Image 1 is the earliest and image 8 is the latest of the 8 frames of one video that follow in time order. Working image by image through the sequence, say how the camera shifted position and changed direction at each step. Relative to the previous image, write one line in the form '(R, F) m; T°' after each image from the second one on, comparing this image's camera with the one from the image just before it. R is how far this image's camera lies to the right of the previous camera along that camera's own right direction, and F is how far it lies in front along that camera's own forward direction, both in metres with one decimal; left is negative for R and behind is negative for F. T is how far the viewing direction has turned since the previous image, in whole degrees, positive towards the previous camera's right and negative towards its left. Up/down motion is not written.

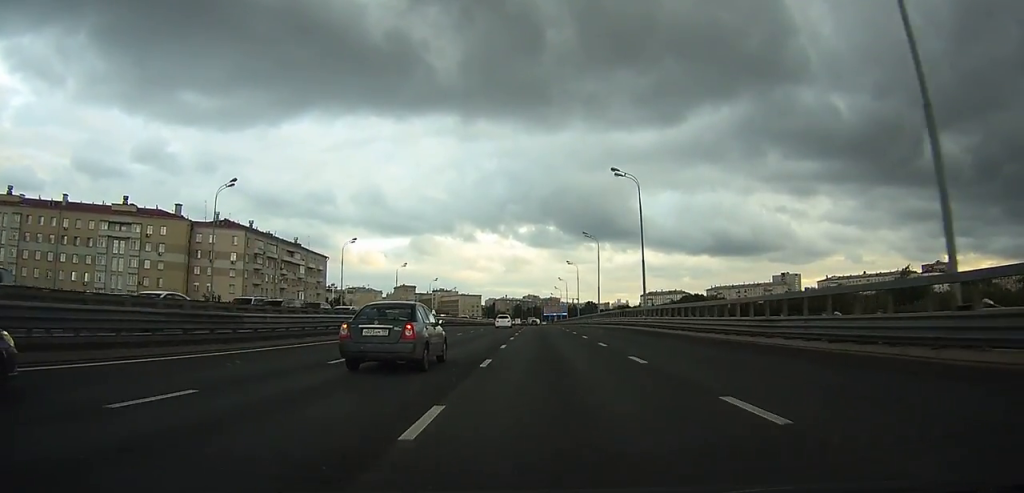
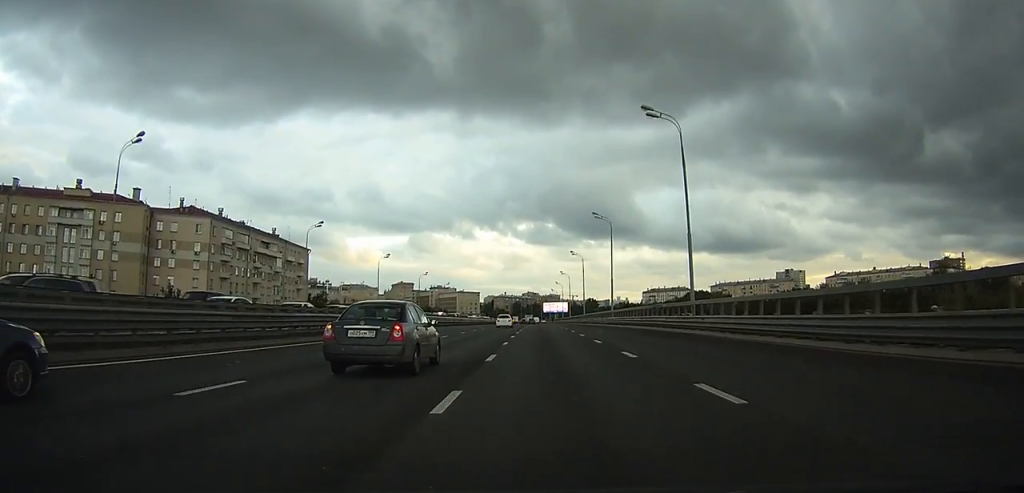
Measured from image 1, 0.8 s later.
(0.0, +14.0) m; +1°
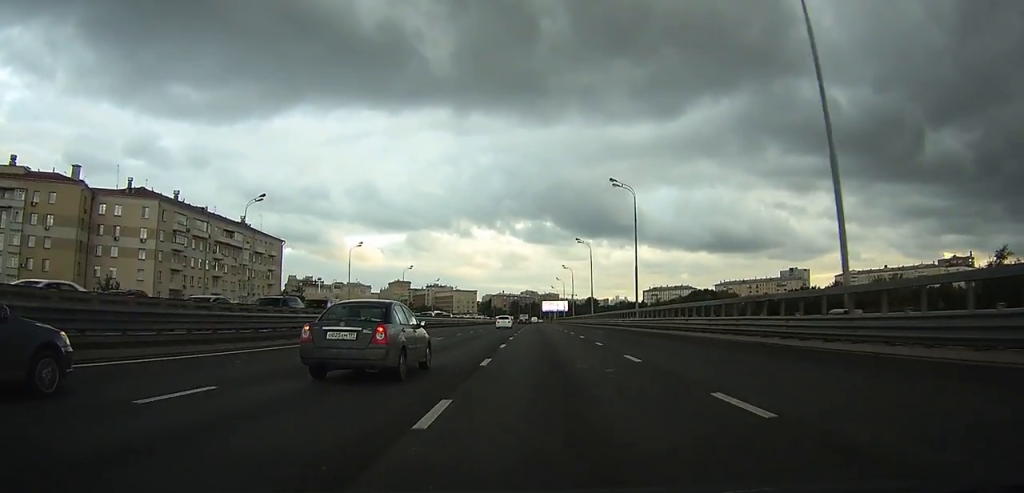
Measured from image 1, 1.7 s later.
(+0.2, +16.5) m; +1°
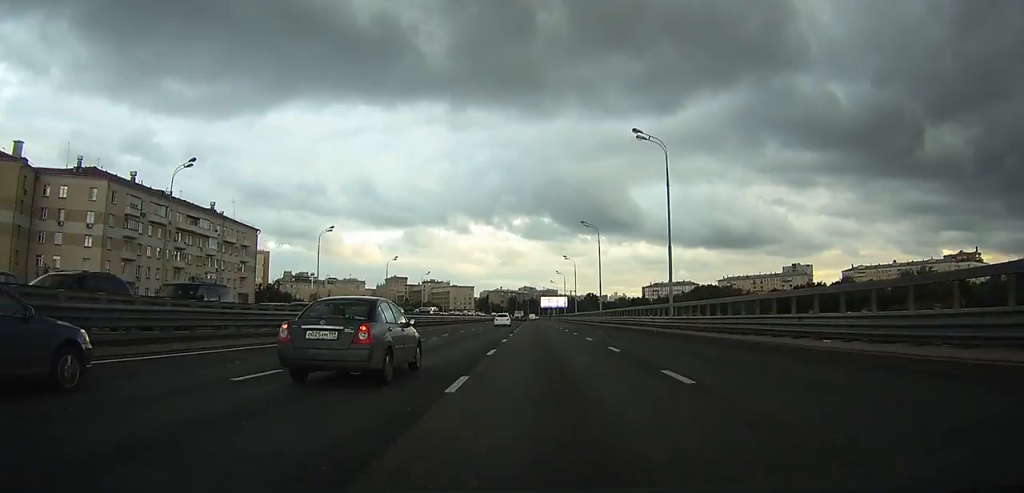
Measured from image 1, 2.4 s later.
(0.0, +13.0) m; 0°
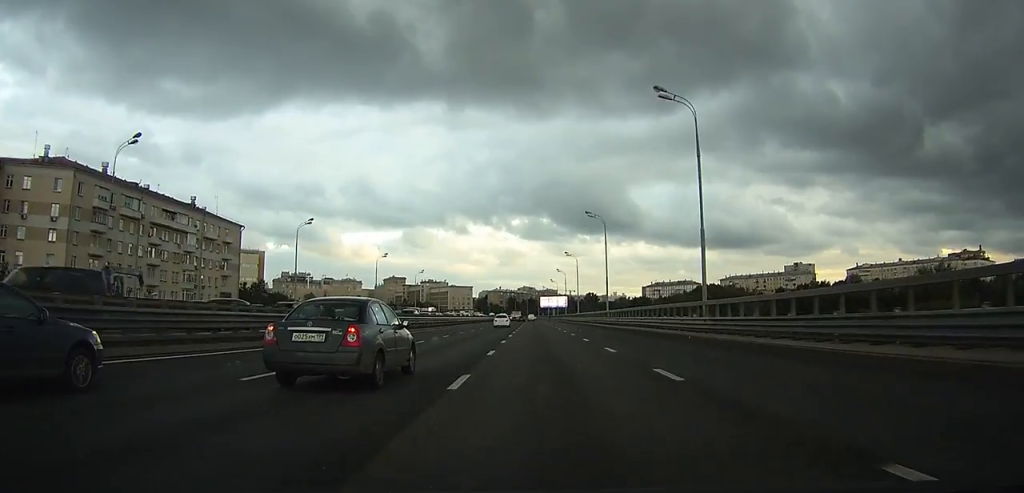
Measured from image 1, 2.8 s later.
(0.0, +7.4) m; 0°
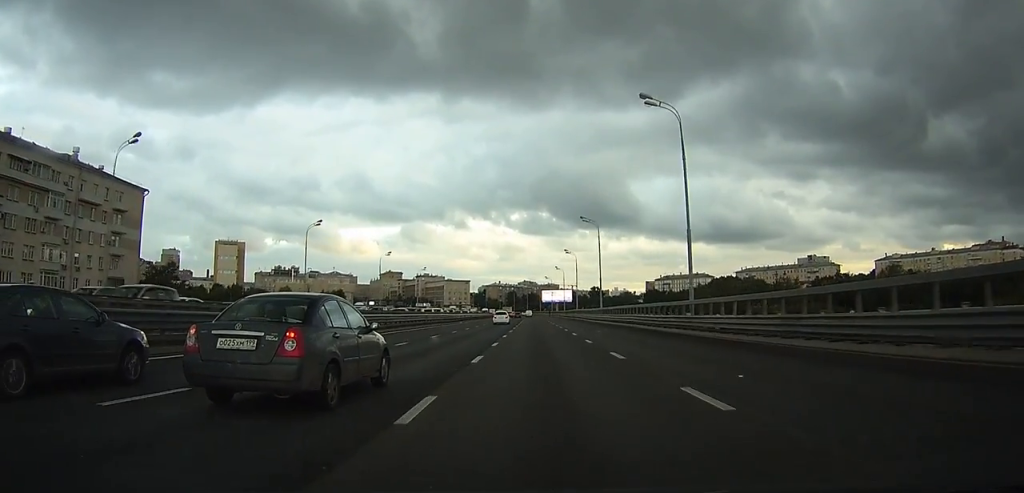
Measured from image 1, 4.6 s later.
(-0.2, +35.0) m; 0°
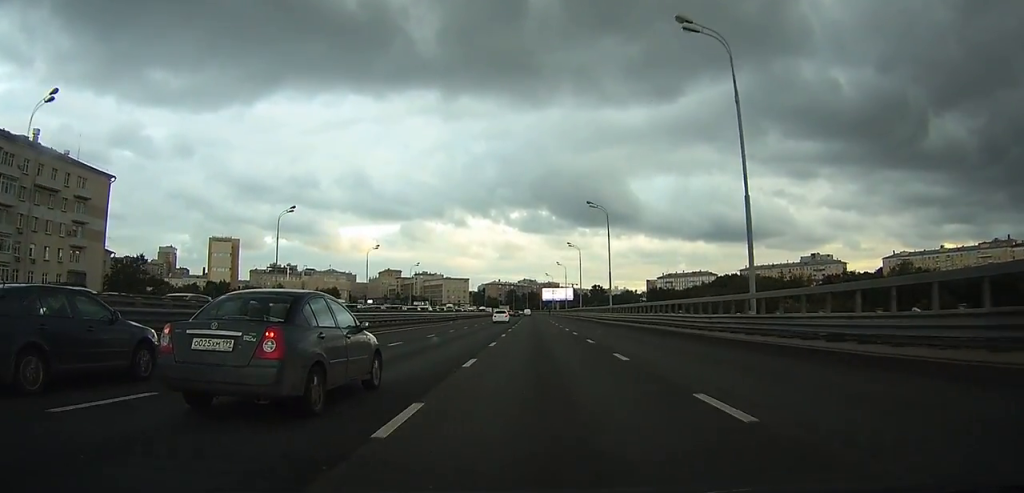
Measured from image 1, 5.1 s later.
(0.0, +8.9) m; 0°
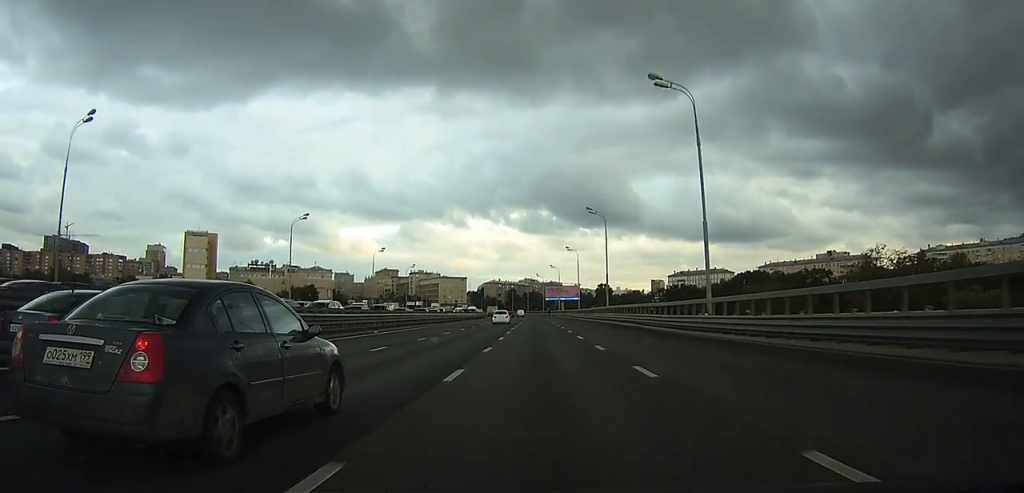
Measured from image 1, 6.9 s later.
(-0.2, +34.6) m; -1°
